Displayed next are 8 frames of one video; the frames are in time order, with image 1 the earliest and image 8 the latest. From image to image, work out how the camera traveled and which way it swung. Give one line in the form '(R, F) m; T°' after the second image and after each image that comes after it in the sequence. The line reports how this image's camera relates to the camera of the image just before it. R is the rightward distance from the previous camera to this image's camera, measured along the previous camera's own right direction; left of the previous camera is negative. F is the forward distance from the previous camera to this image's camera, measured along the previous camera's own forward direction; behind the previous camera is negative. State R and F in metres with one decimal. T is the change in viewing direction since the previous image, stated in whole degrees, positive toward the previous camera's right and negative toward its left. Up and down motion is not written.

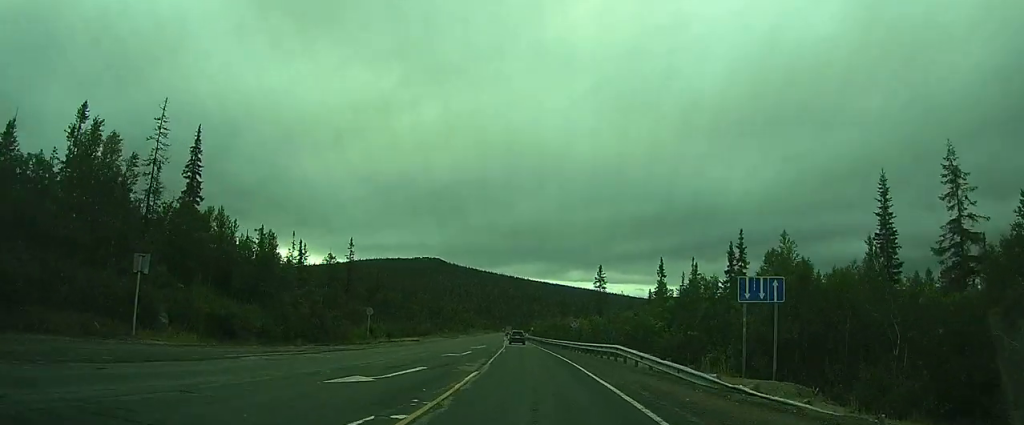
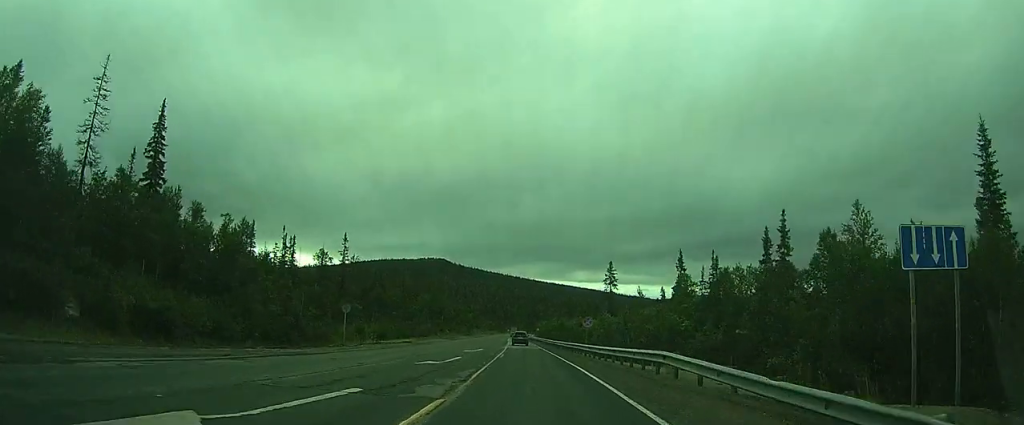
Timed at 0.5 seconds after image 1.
(0.0, +7.7) m; -1°
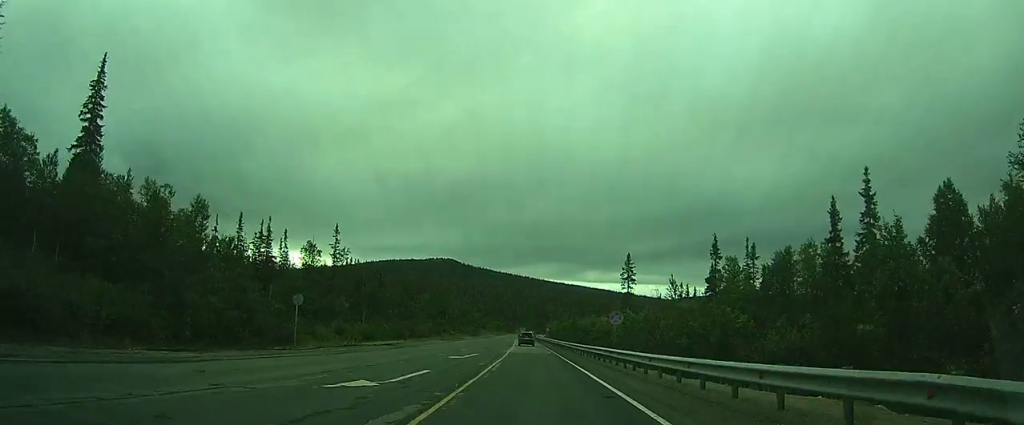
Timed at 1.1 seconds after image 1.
(-0.1, +10.5) m; -1°
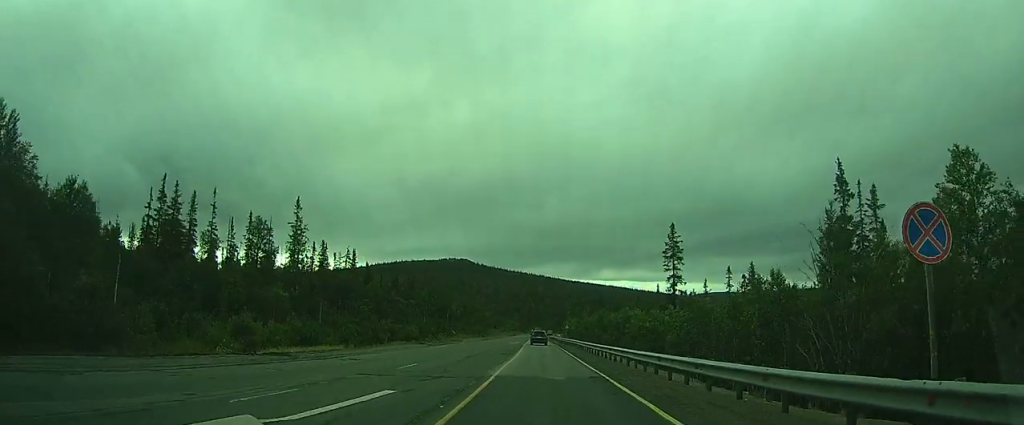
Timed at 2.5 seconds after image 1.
(-0.5, +24.1) m; -2°
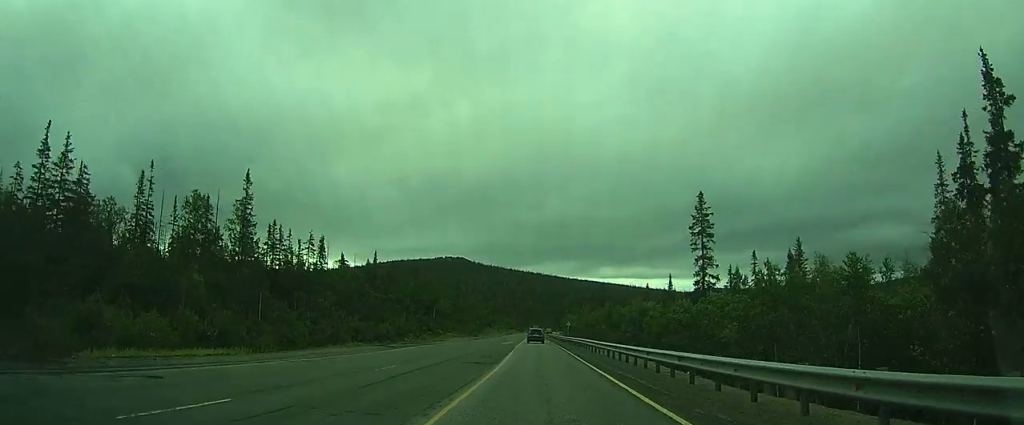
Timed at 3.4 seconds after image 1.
(-0.2, +14.8) m; -1°
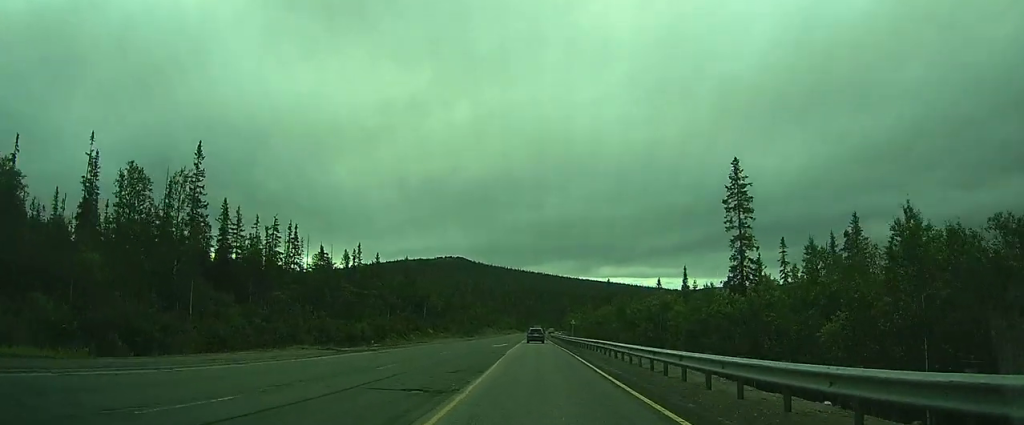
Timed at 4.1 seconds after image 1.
(0.0, +11.5) m; 0°
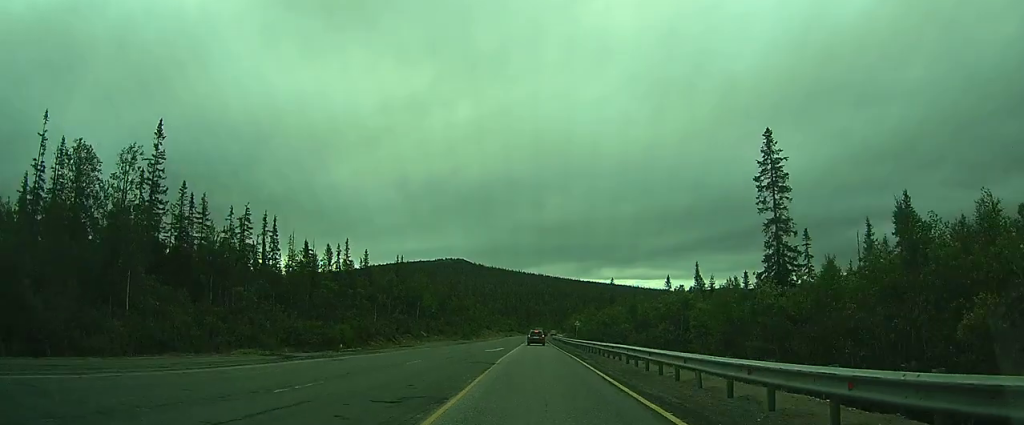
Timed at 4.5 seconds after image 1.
(0.0, +7.5) m; 0°
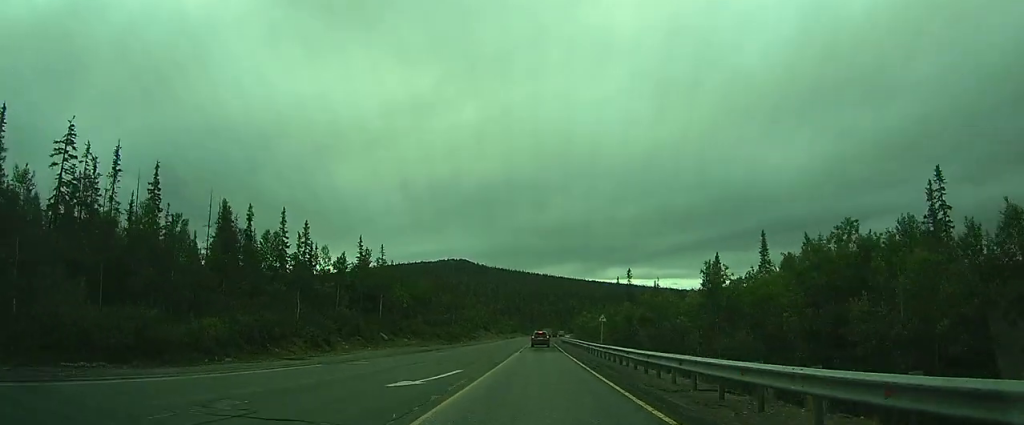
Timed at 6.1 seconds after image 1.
(+0.1, +27.4) m; 0°
